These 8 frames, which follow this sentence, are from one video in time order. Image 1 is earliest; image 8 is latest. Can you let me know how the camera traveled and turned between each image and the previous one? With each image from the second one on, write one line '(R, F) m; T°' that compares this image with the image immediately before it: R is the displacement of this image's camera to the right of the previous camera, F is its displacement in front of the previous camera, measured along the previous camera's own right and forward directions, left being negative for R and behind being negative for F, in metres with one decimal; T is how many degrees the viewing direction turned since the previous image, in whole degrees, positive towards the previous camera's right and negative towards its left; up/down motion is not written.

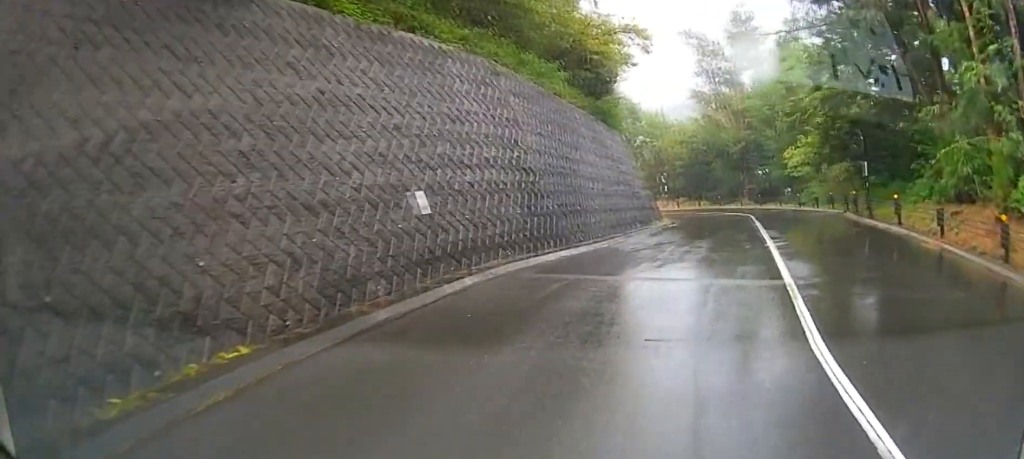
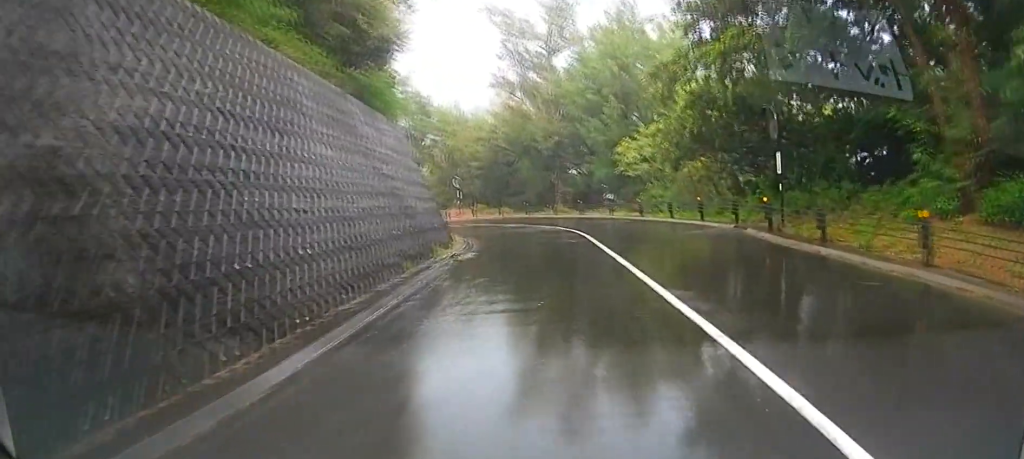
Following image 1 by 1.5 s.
(+0.3, +9.5) m; +11°
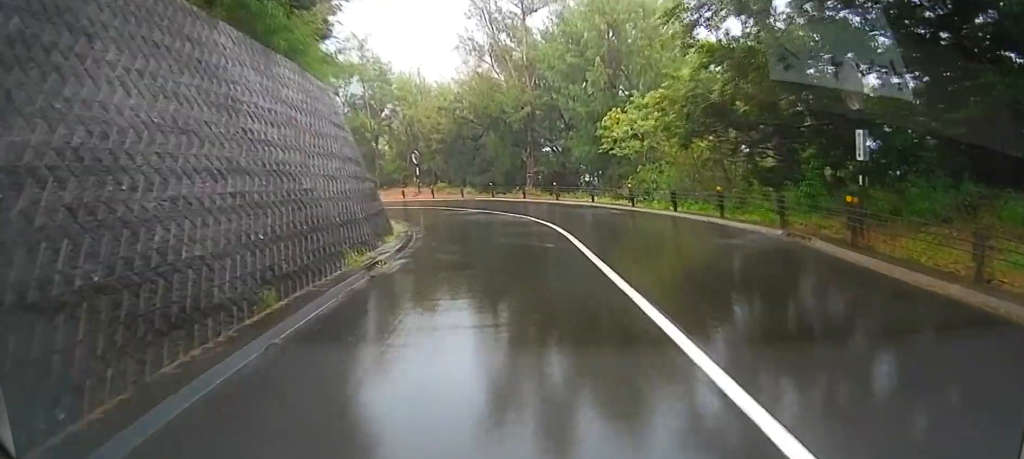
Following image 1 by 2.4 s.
(+0.8, +6.5) m; +9°
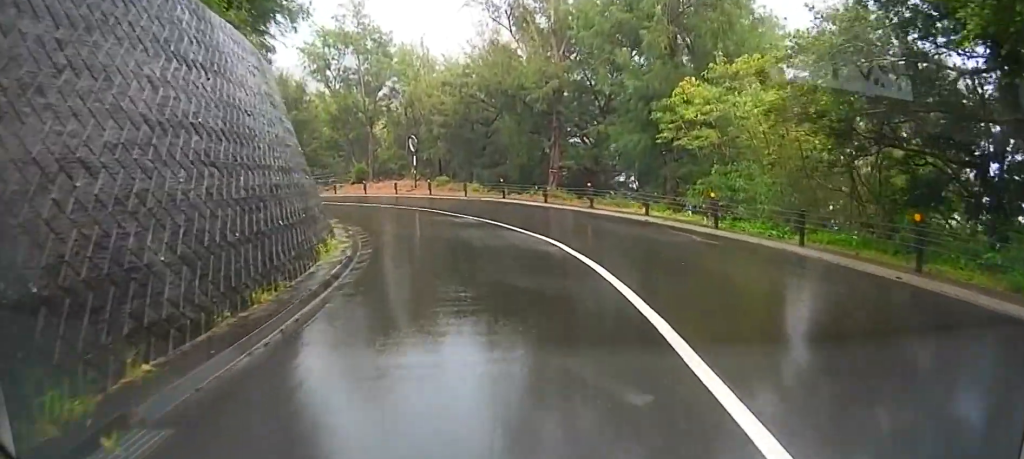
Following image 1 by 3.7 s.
(+0.4, +10.7) m; 0°
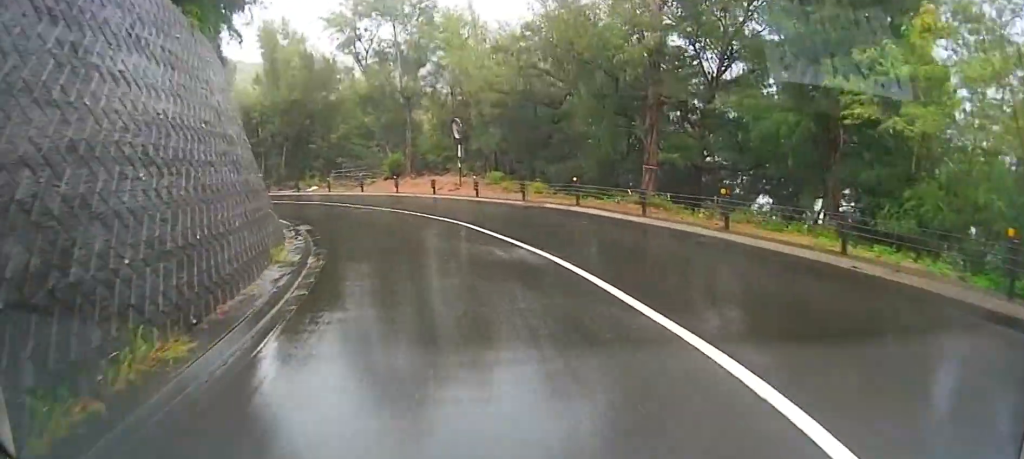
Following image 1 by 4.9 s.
(-0.8, +10.8) m; -11°
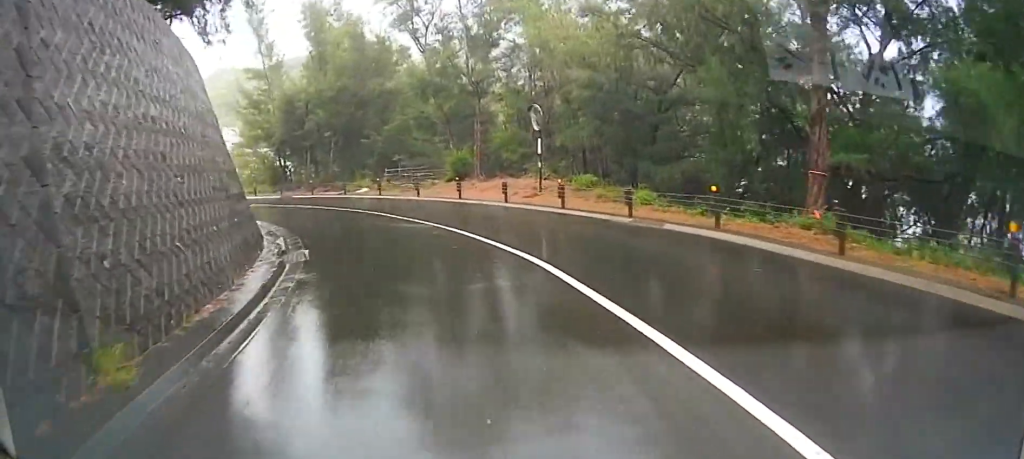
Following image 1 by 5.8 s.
(-0.7, +8.4) m; -7°
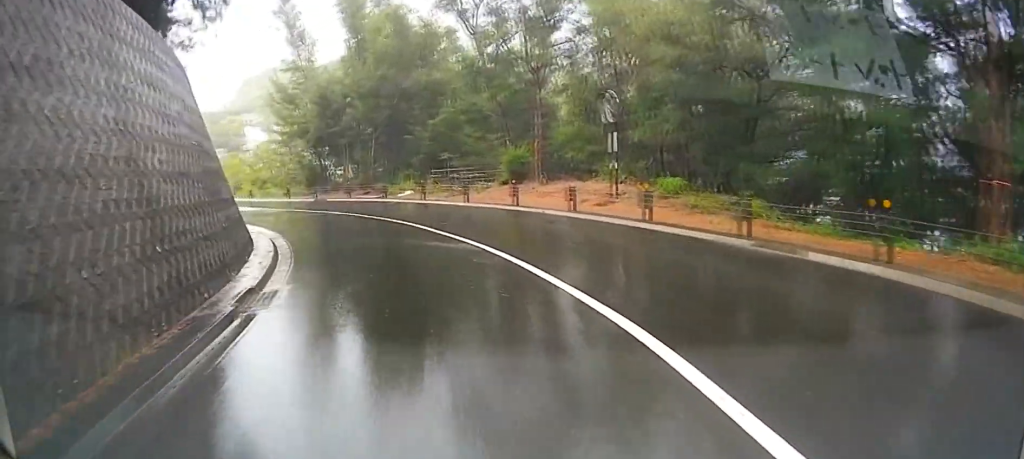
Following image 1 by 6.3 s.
(-0.2, +5.6) m; -2°
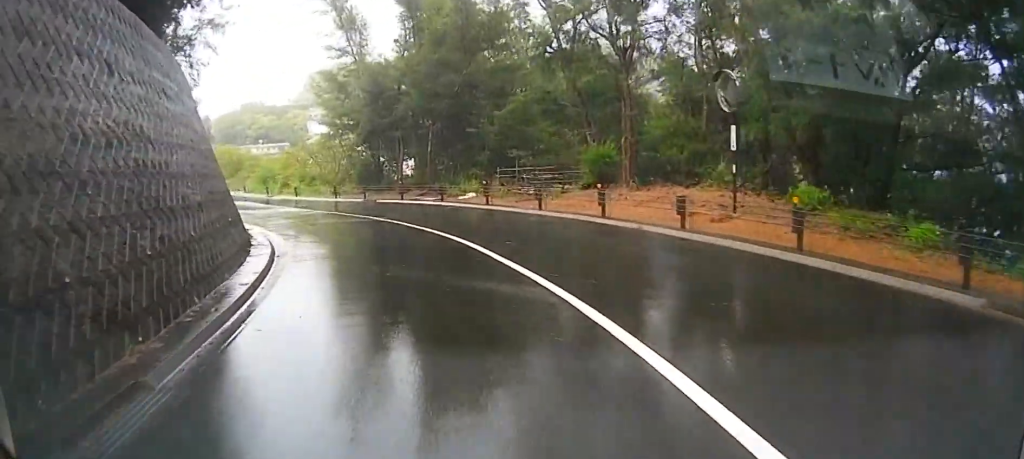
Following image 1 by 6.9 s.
(0.0, +6.1) m; -5°
